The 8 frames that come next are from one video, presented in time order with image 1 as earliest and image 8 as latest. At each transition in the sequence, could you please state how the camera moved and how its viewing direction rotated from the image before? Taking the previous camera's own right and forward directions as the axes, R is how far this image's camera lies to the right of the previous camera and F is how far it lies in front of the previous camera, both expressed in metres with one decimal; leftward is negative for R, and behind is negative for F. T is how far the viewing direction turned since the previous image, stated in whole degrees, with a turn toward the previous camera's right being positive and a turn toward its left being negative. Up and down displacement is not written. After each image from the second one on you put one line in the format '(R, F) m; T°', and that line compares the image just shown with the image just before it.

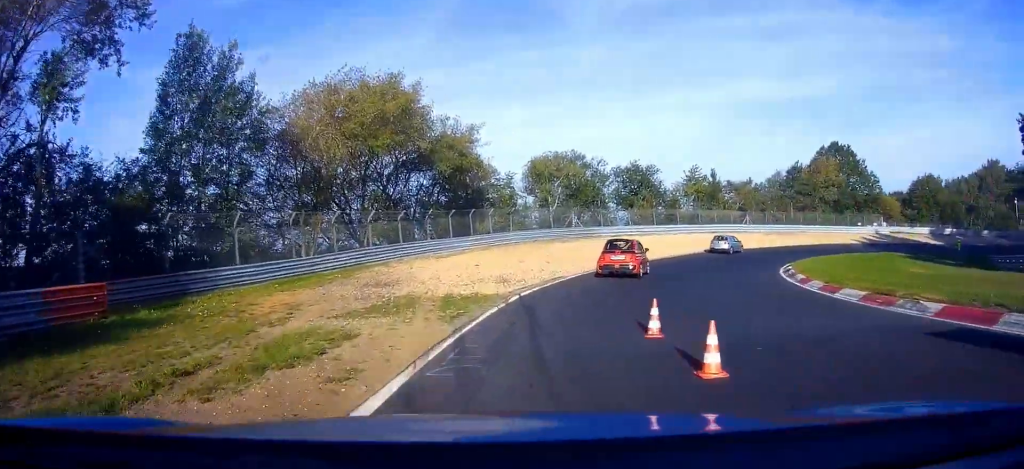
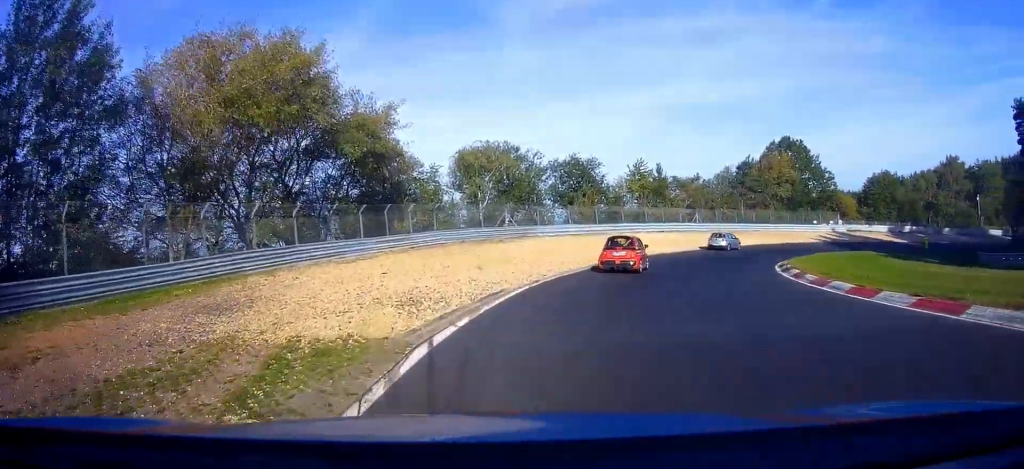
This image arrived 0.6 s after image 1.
(+0.1, +8.3) m; +3°
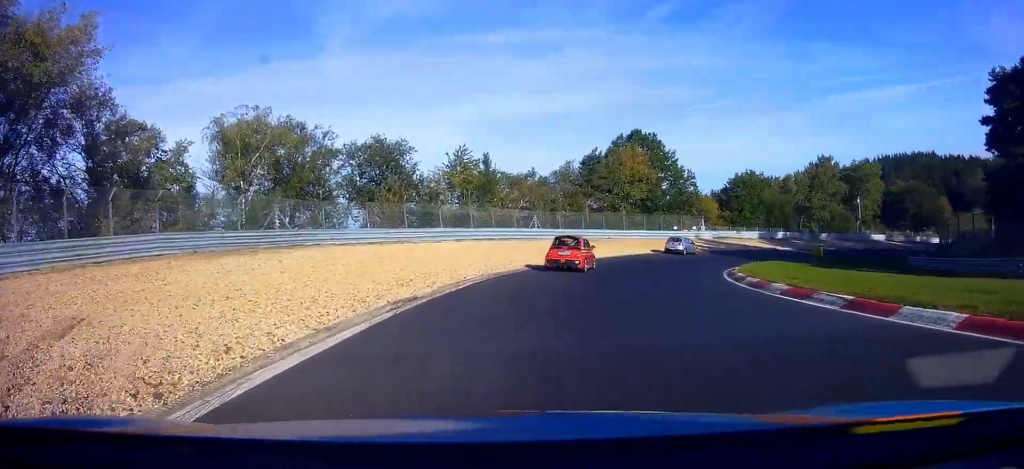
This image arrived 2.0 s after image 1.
(+1.0, +16.3) m; +9°
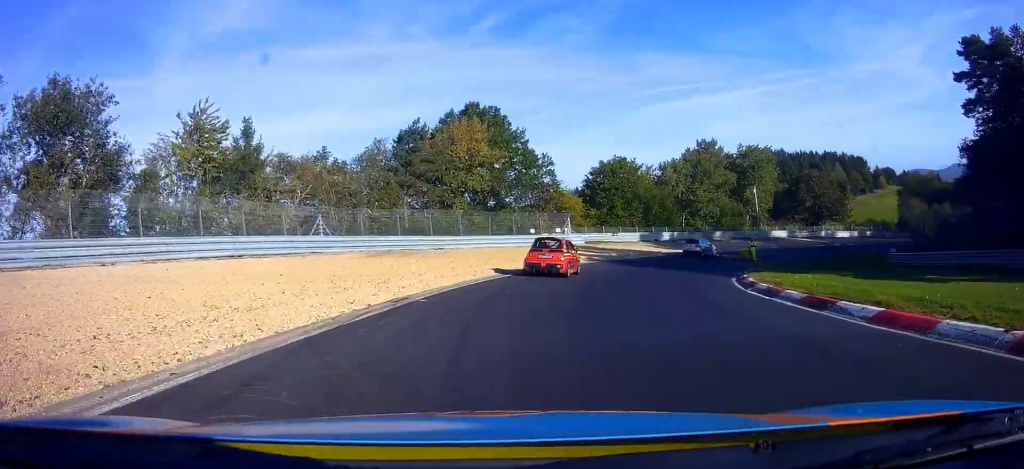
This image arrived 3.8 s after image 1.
(+3.4, +18.5) m; +22°
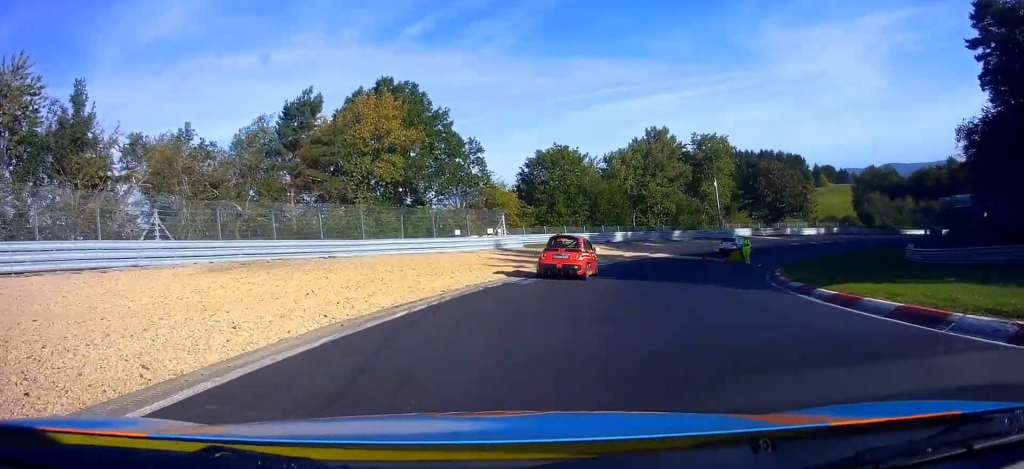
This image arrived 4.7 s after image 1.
(+0.9, +9.6) m; +10°
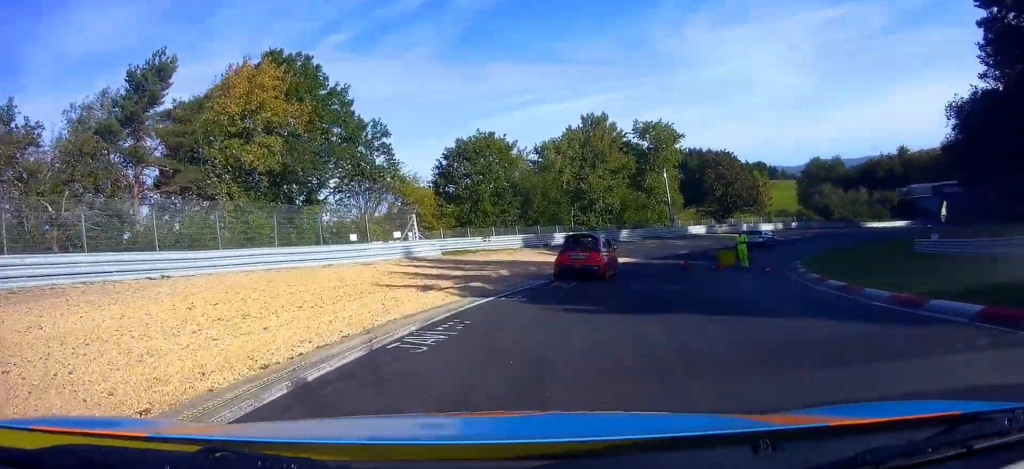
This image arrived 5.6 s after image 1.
(+0.8, +9.6) m; +8°
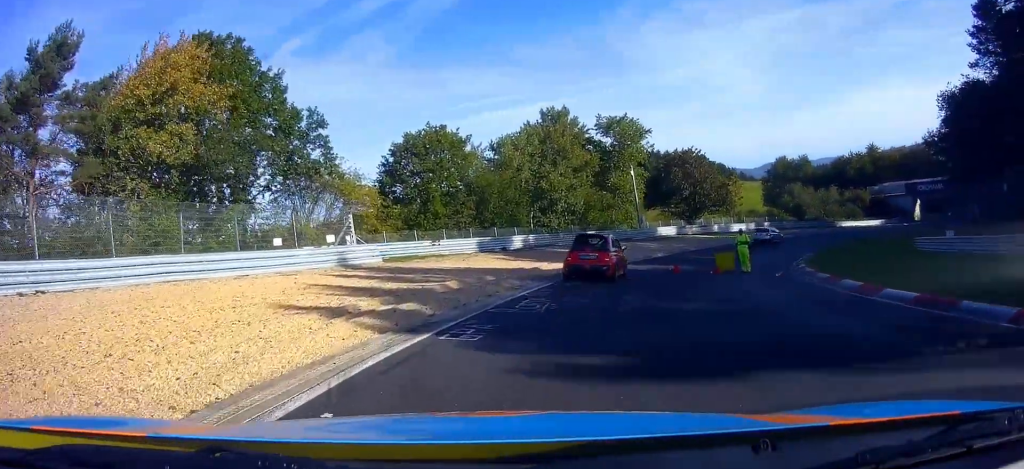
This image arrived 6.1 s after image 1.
(+0.1, +5.1) m; +4°
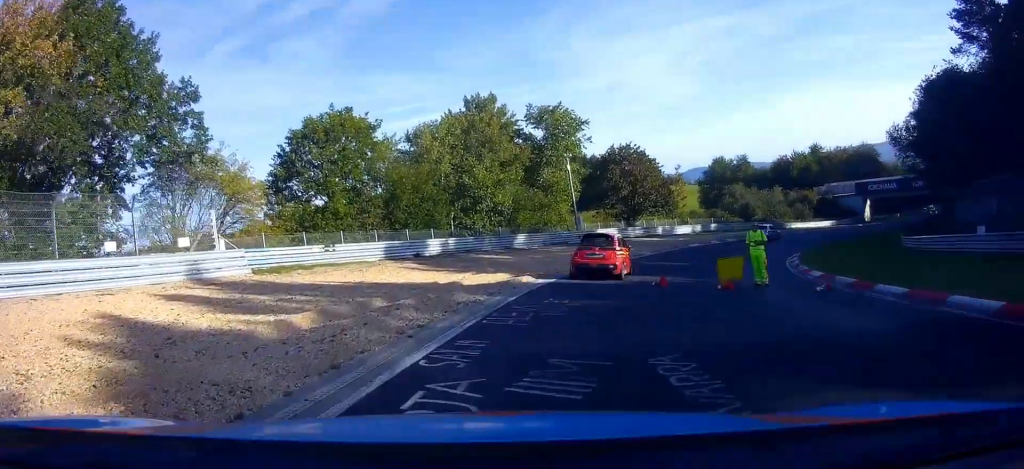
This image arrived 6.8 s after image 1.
(+0.5, +7.8) m; +9°
